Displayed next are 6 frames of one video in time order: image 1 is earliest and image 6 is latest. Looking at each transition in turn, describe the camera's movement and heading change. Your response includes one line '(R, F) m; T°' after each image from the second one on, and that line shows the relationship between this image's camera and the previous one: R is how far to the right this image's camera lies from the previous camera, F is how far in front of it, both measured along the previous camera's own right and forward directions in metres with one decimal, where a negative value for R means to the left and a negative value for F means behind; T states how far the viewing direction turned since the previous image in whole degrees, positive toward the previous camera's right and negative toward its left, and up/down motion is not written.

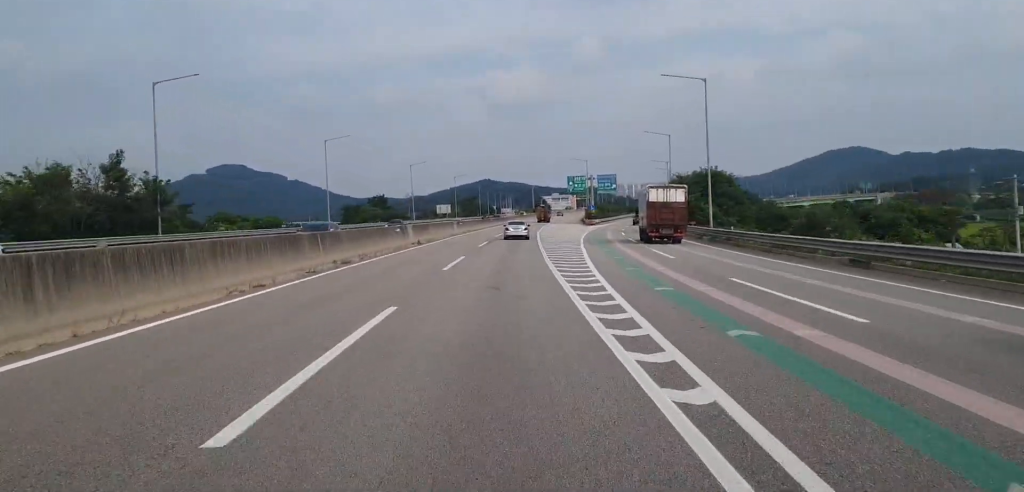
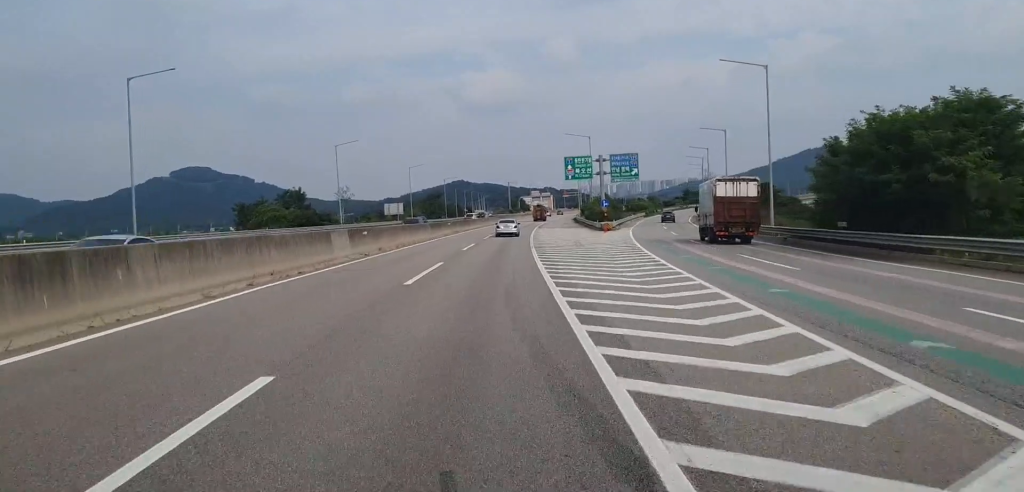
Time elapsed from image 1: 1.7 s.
(+0.4, +48.7) m; +1°
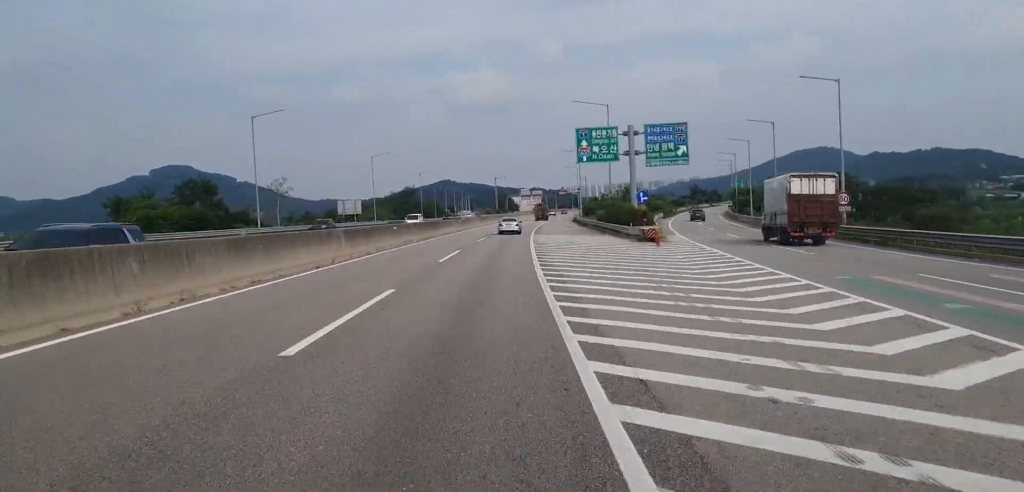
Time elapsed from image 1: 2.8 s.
(+0.4, +33.7) m; +1°
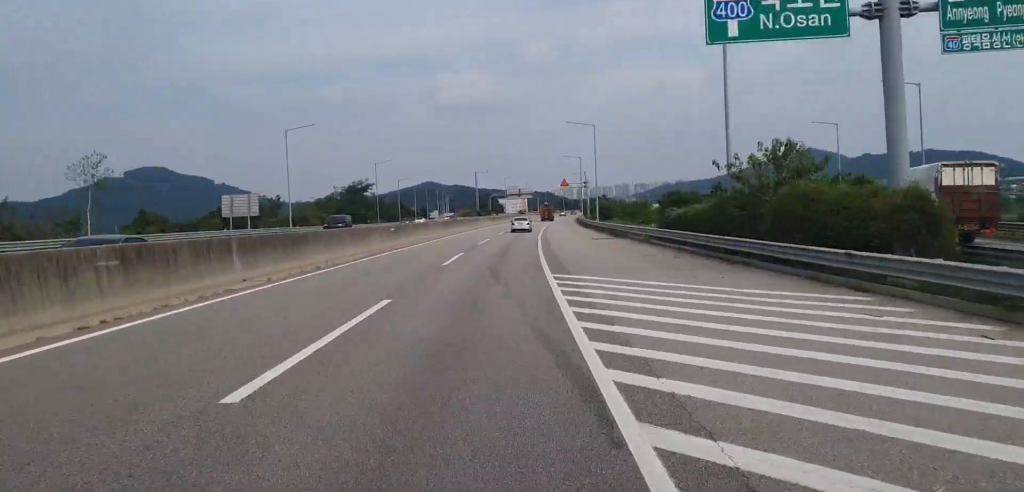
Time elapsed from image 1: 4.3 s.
(+0.4, +45.0) m; +1°
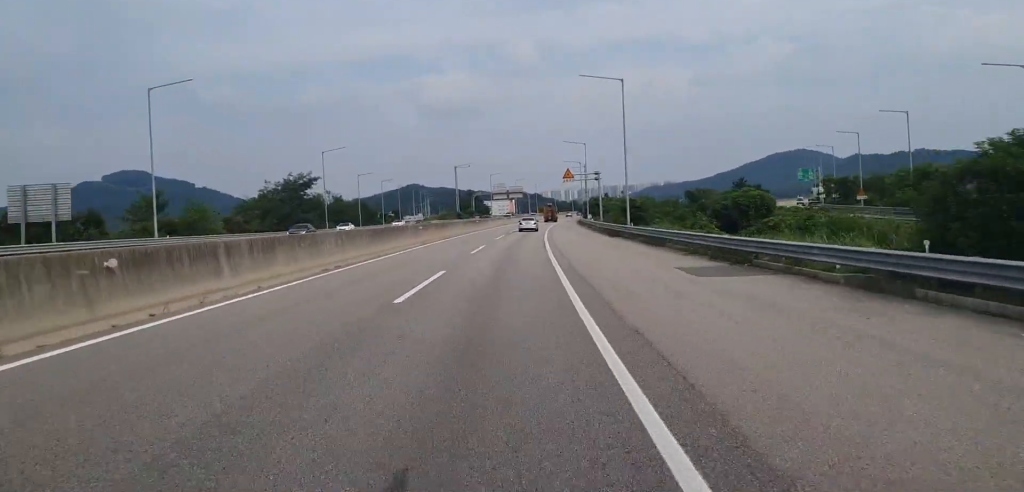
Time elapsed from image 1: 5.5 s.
(+0.3, +31.1) m; +1°
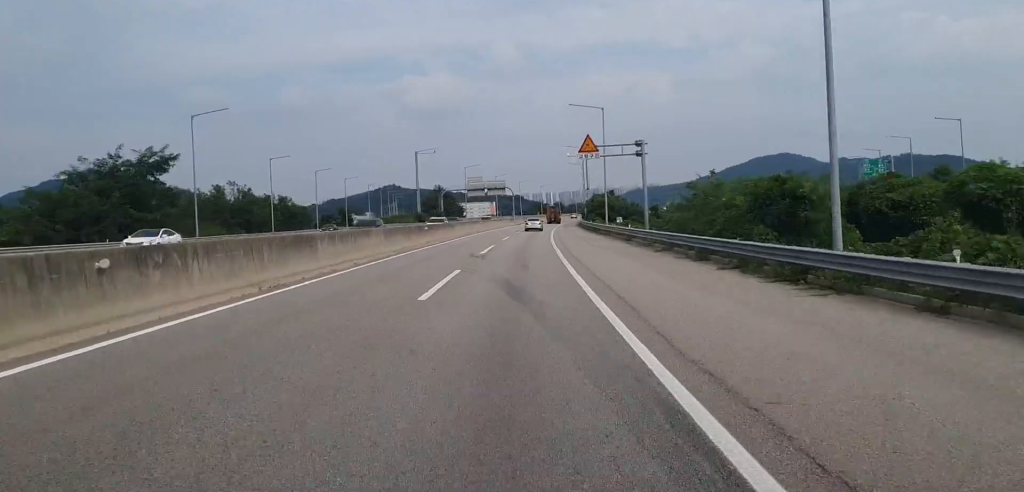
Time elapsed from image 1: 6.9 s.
(+0.7, +40.4) m; +2°
